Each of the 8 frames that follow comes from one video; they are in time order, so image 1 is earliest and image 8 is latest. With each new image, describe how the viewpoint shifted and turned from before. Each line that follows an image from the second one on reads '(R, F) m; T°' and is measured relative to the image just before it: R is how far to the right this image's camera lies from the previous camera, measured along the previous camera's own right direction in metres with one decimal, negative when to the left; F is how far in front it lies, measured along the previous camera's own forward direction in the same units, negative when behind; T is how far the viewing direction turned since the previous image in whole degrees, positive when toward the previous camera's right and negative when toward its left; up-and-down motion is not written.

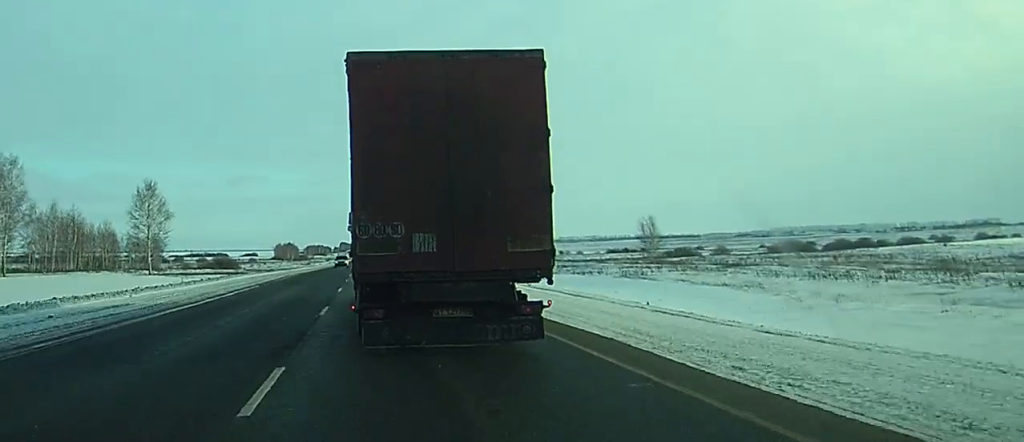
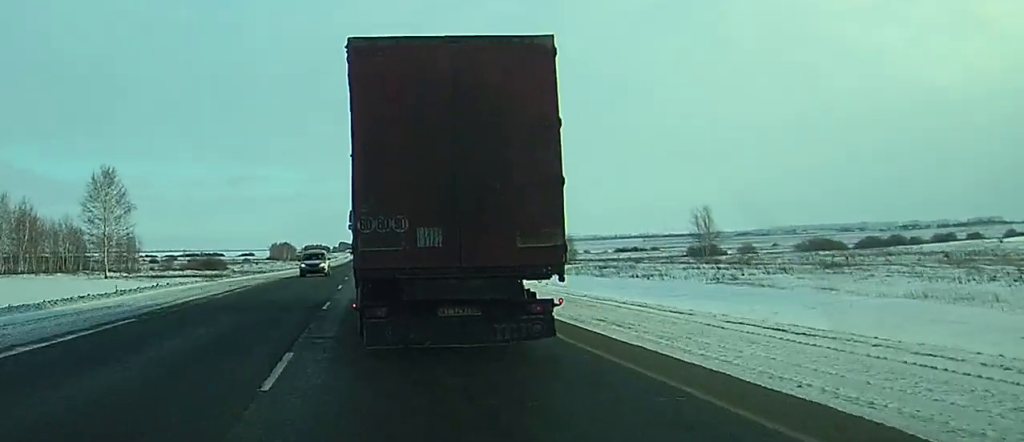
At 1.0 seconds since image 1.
(+0.2, +22.4) m; 0°
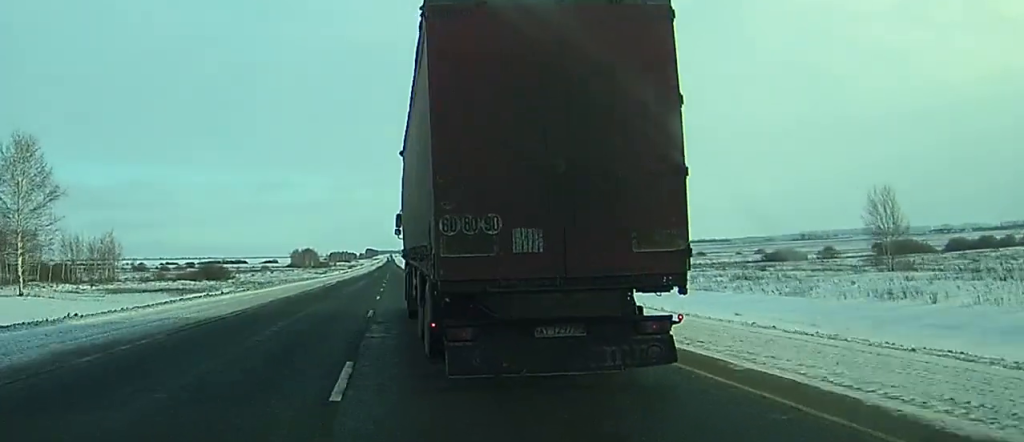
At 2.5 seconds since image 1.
(-1.4, +35.0) m; -4°
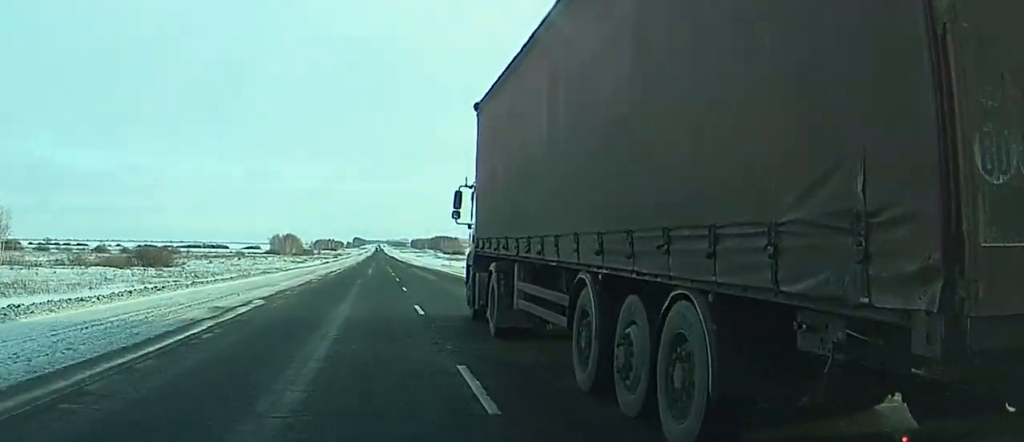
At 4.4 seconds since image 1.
(+0.4, +46.3) m; 0°
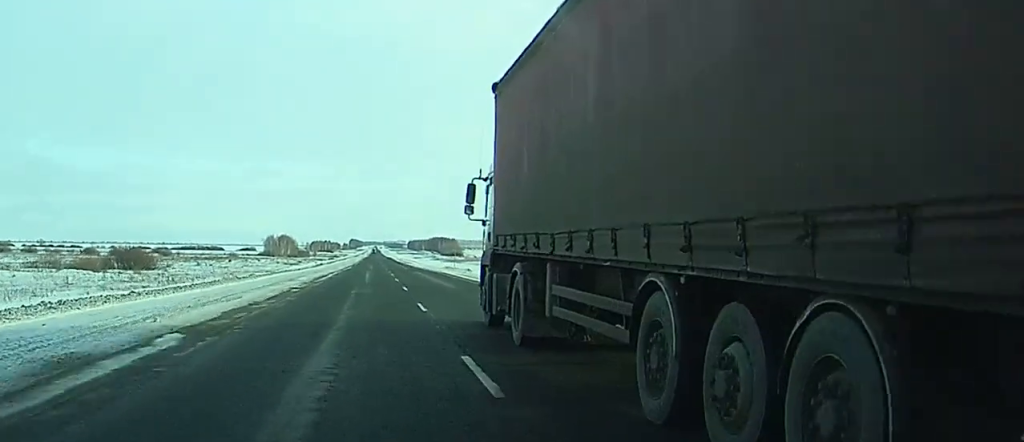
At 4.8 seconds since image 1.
(0.0, +10.0) m; 0°
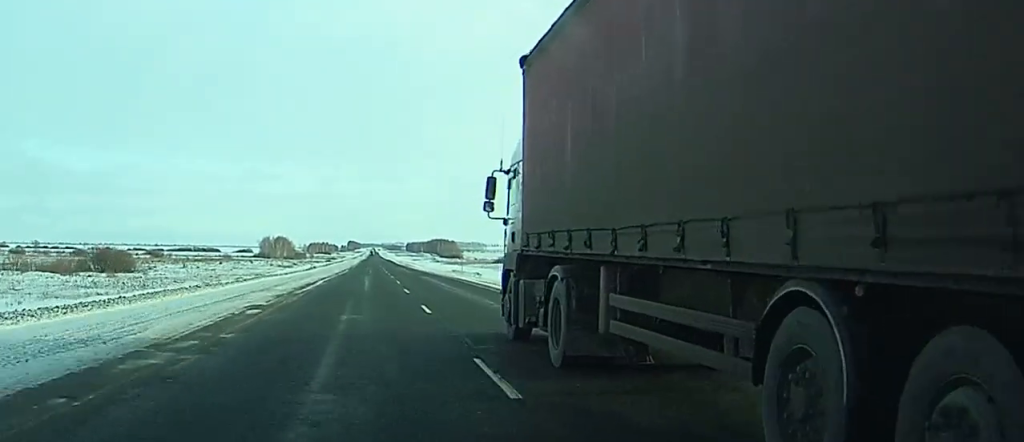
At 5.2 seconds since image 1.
(0.0, +11.1) m; 0°
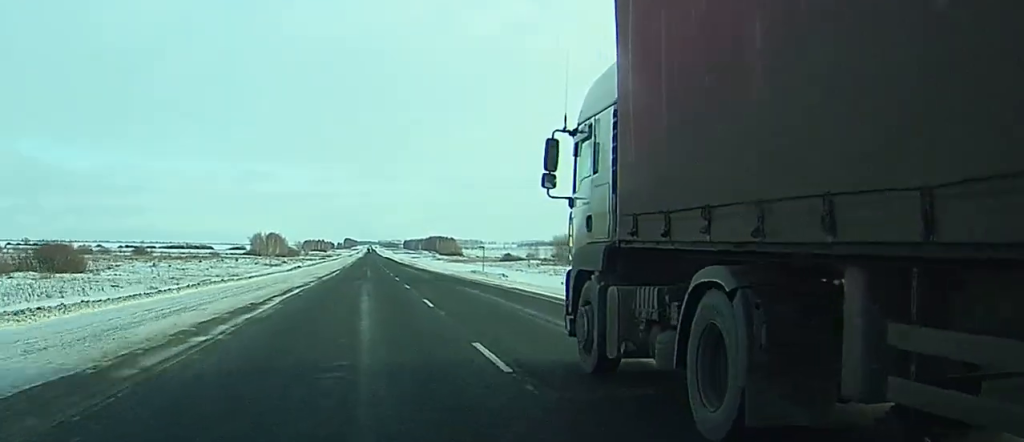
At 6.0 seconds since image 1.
(0.0, +20.7) m; 0°
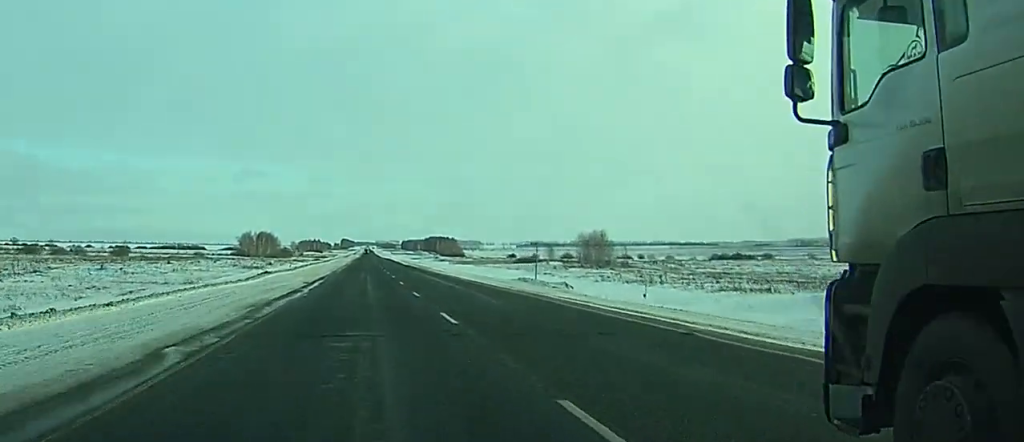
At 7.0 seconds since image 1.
(0.0, +26.5) m; 0°
